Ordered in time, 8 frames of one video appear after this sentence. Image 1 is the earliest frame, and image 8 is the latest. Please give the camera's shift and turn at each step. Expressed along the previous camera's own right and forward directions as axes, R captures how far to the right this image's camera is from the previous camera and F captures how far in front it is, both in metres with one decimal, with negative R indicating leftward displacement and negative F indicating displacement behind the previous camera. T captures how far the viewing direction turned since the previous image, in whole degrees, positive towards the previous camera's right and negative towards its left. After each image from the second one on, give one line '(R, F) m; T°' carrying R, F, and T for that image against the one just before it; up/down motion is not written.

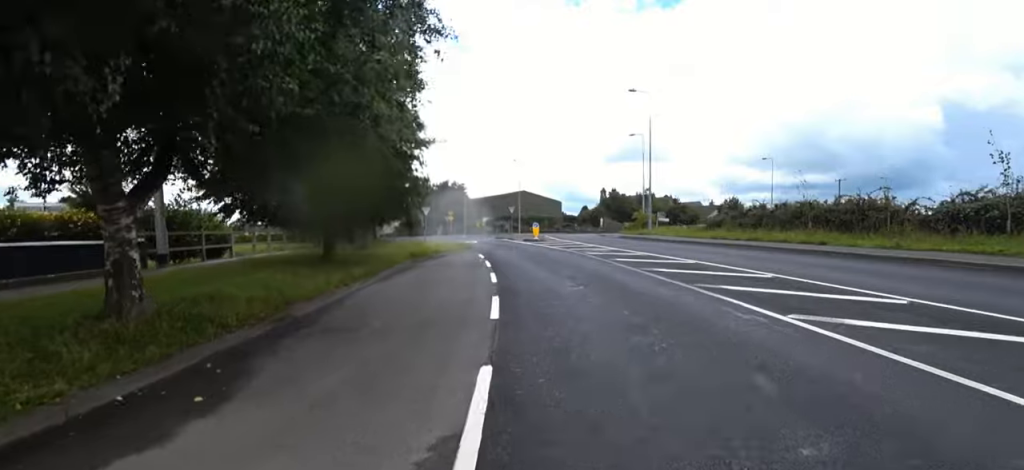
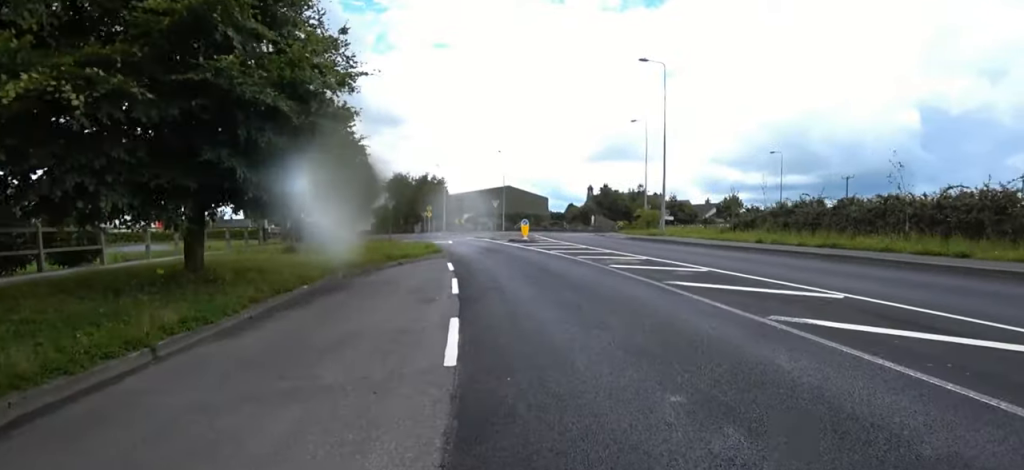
(-0.1, +5.4) m; -1°
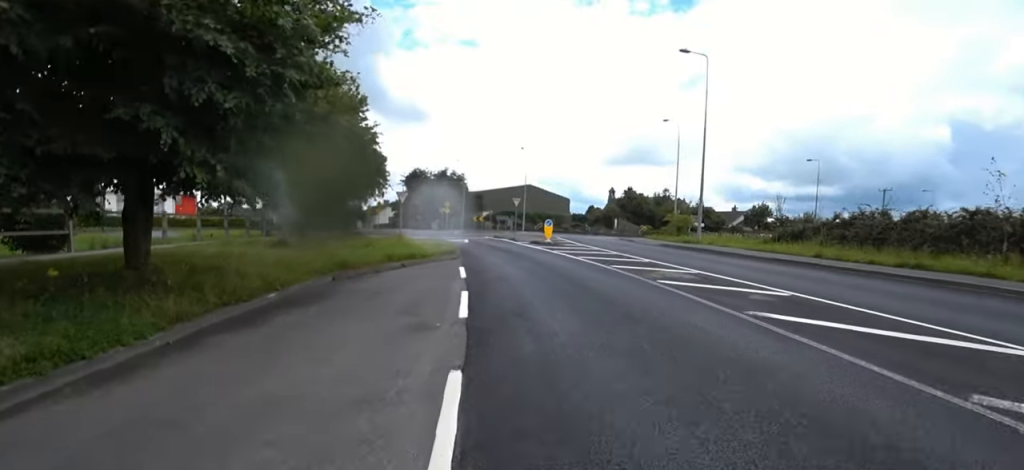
(-0.1, +2.0) m; -2°
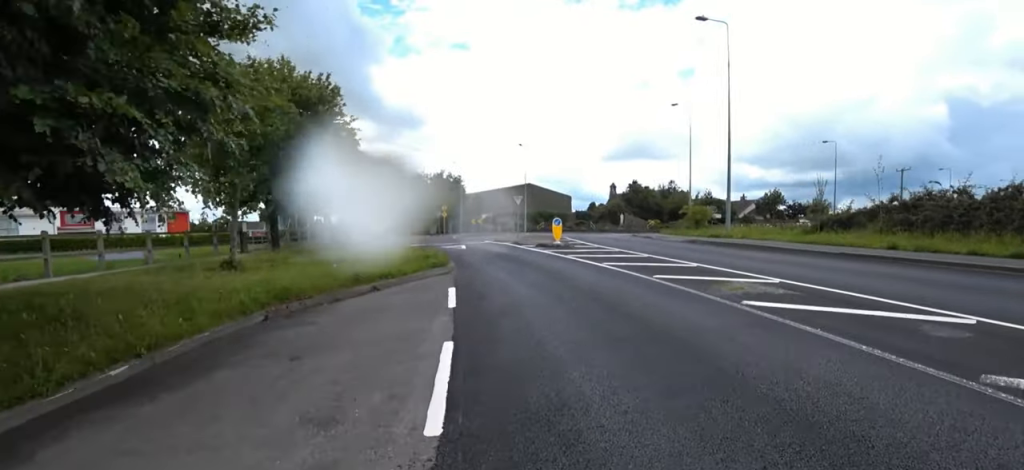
(+0.4, +3.0) m; -6°
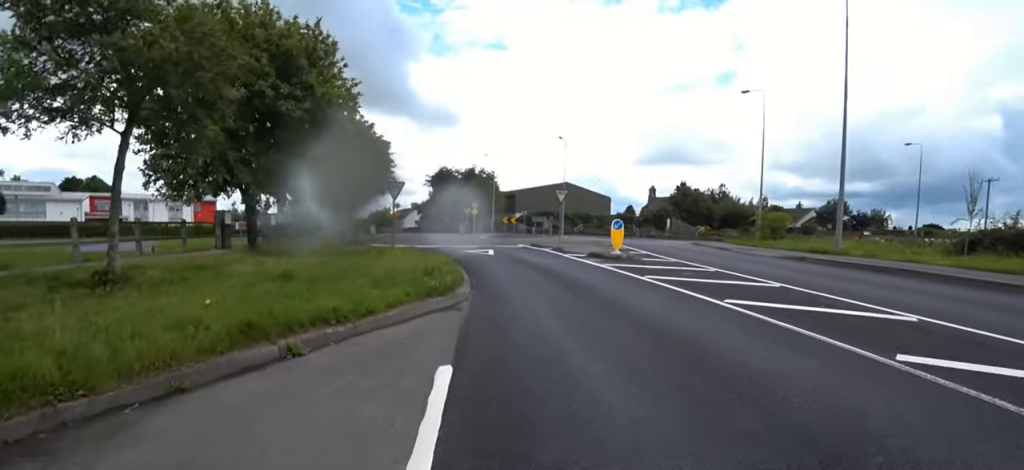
(-1.0, +4.9) m; -5°
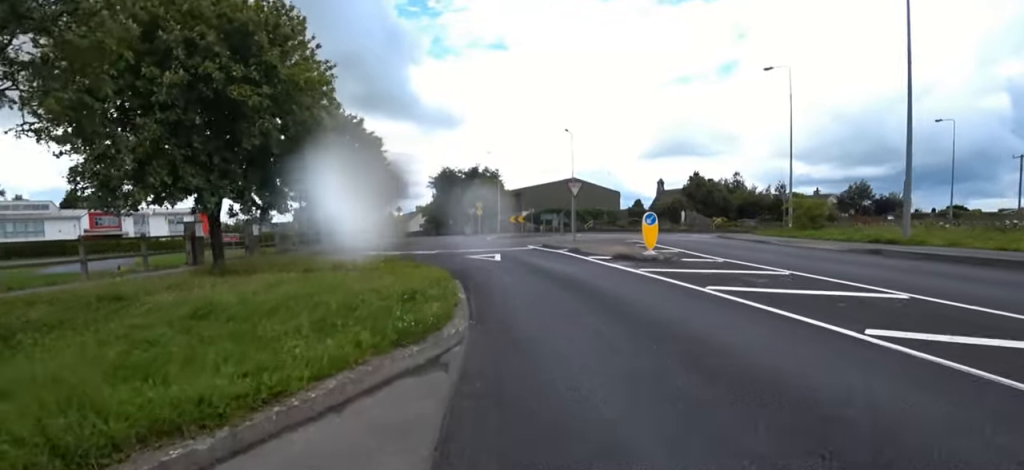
(+0.2, +2.5) m; +4°
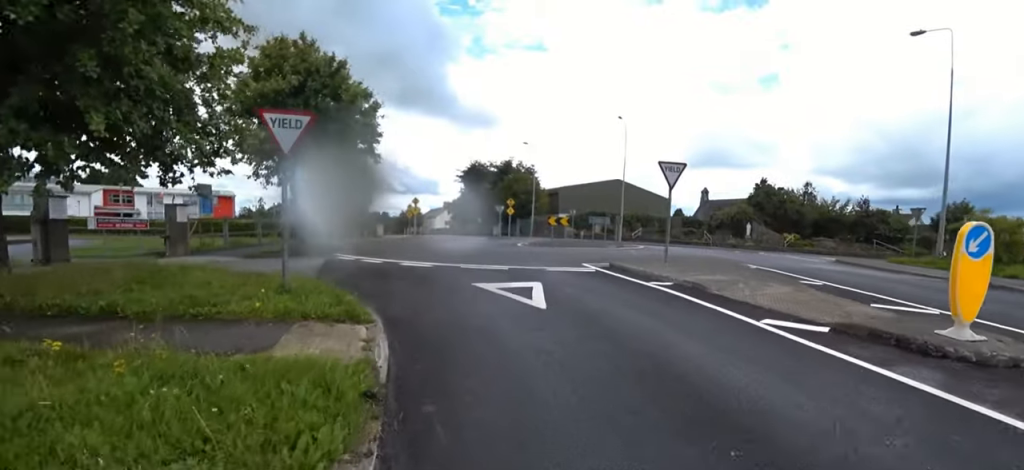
(+1.0, +7.5) m; -3°
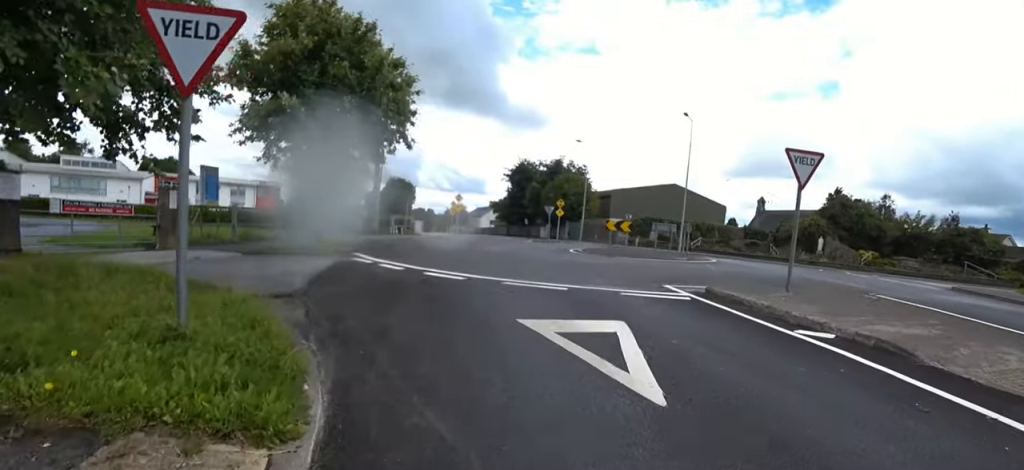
(-0.6, +3.1) m; -11°
